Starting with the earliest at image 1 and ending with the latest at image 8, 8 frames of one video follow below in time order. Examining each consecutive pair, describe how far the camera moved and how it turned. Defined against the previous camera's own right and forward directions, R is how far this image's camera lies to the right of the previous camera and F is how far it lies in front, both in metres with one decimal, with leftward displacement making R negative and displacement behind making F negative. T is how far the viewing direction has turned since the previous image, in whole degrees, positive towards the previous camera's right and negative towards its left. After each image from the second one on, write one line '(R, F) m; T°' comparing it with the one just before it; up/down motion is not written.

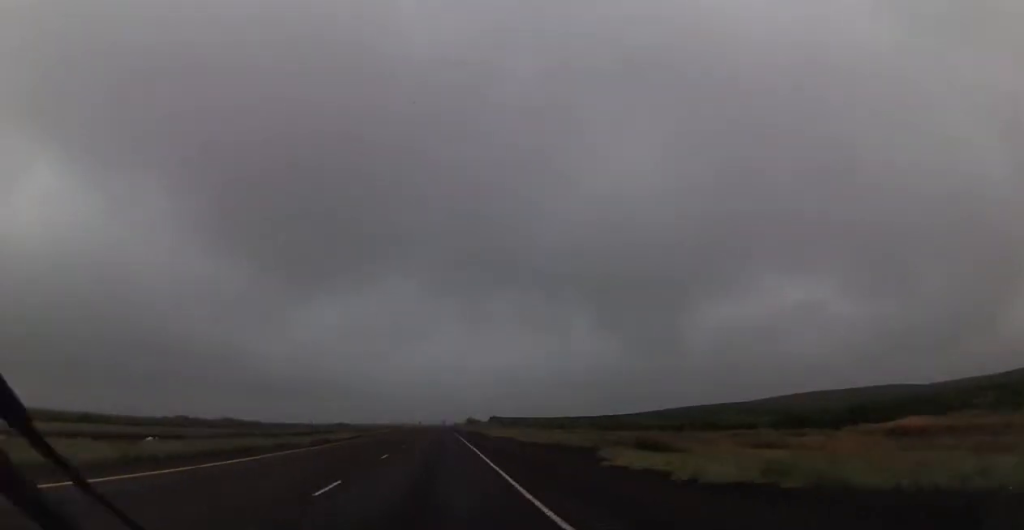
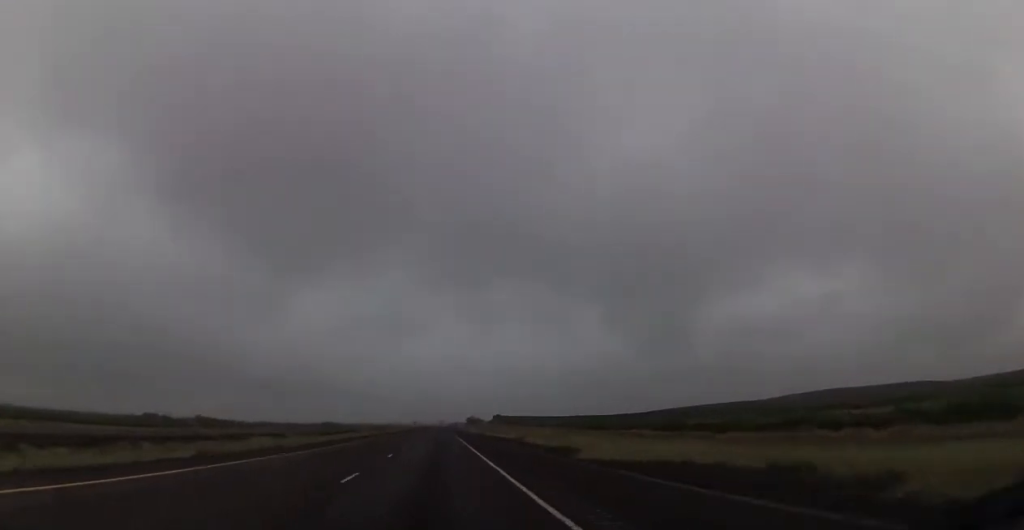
(0.0, +46.0) m; 0°
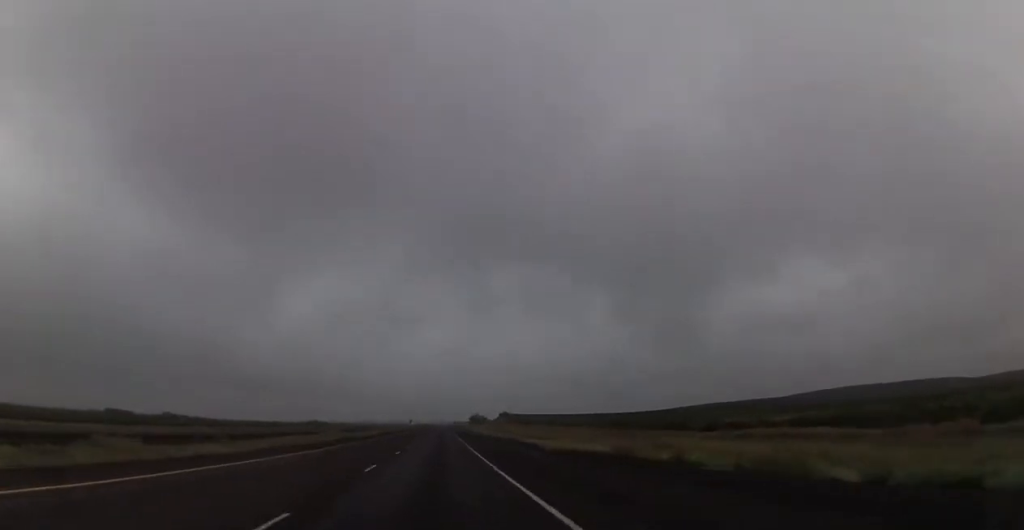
(0.0, +44.8) m; 0°
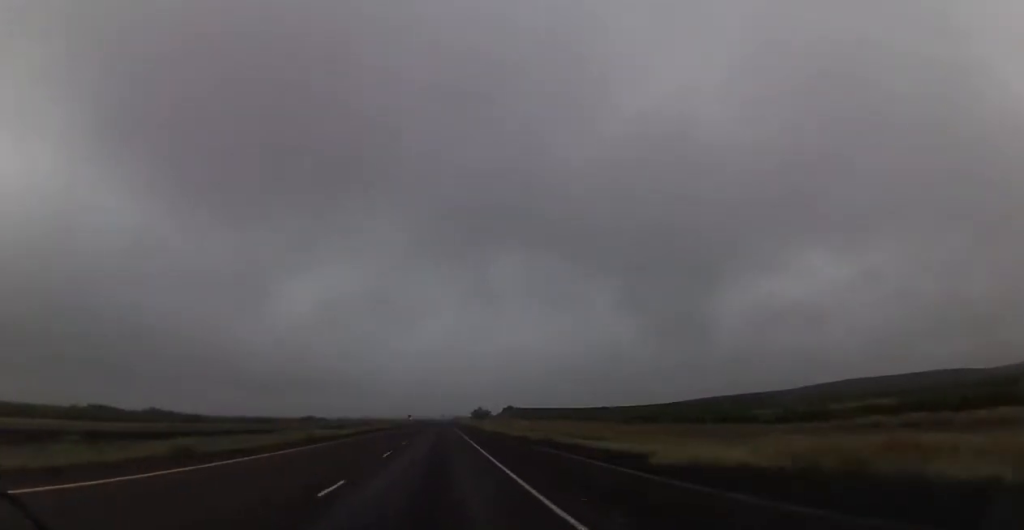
(0.0, +19.4) m; 0°
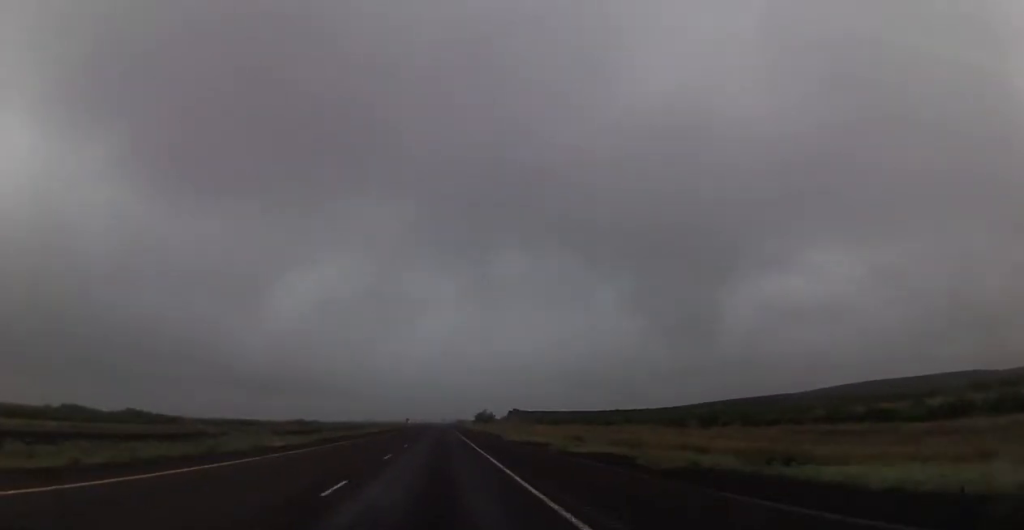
(+0.2, +24.3) m; 0°
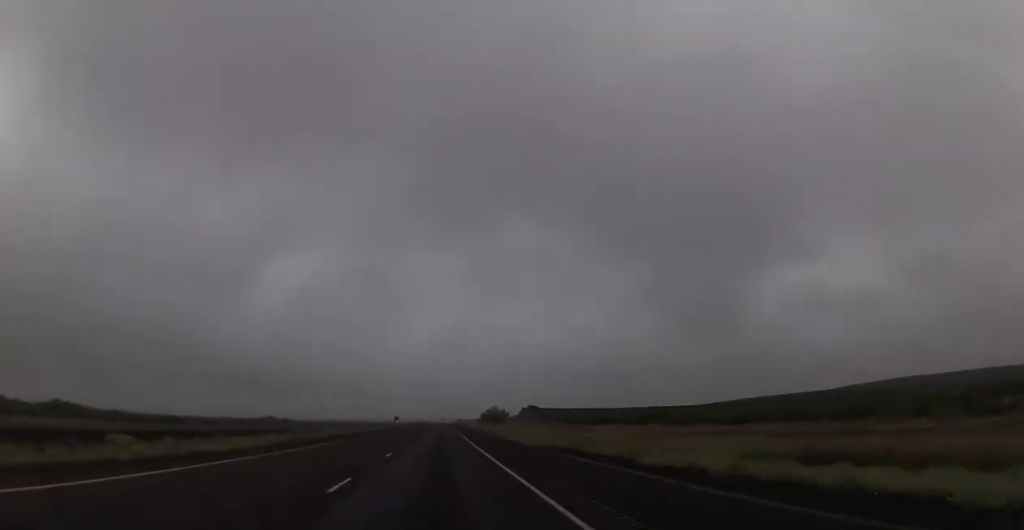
(-0.5, +60.6) m; 0°
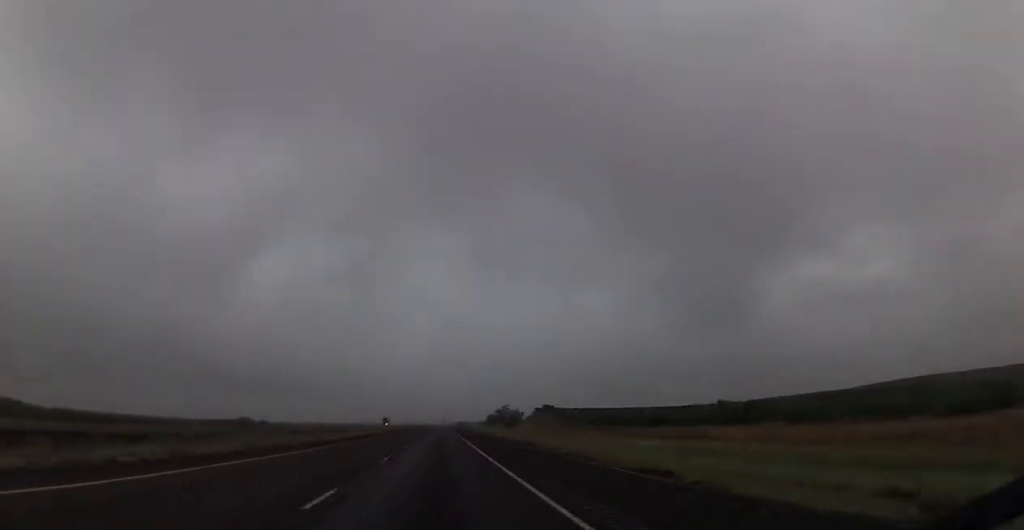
(+0.2, +38.8) m; 0°
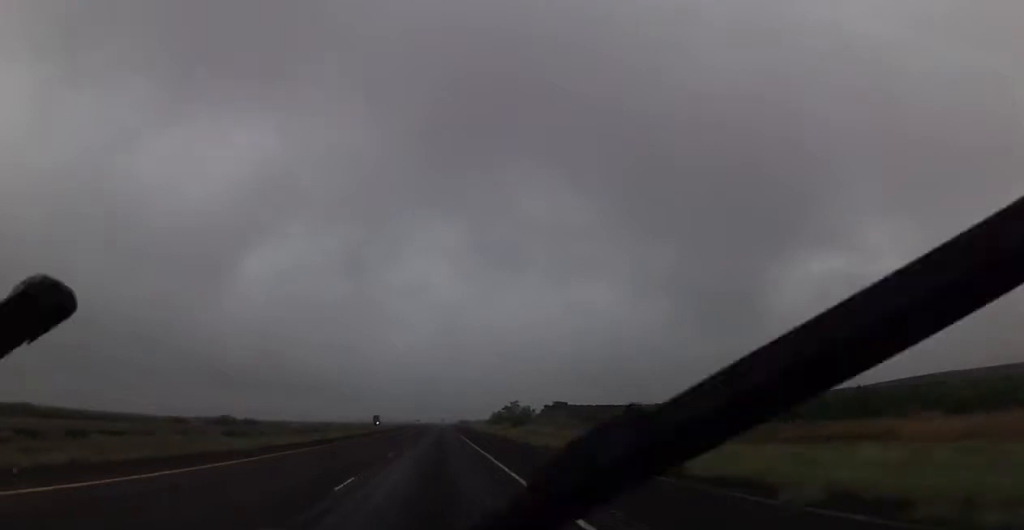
(0.0, +21.8) m; 0°
